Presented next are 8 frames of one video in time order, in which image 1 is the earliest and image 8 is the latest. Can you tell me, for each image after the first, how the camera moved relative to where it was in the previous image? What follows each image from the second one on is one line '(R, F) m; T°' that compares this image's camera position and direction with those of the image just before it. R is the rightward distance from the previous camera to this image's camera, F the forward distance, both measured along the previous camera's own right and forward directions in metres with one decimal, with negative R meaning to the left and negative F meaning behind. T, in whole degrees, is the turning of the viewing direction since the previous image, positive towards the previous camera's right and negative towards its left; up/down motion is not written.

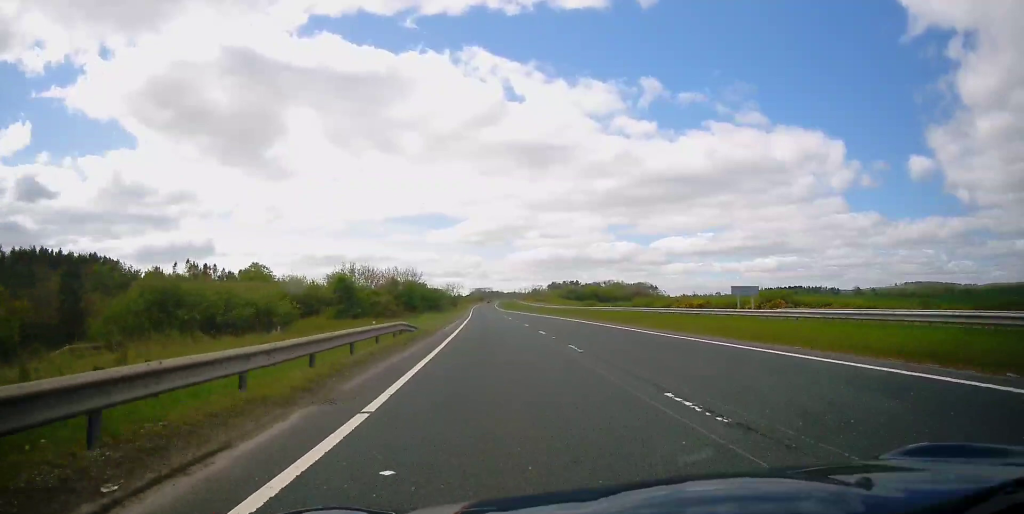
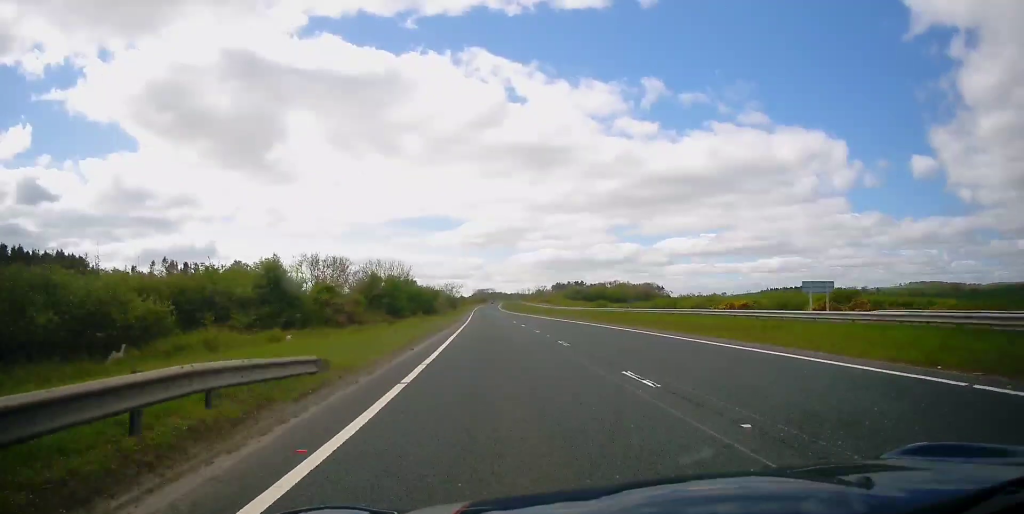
(-0.1, +14.9) m; -1°
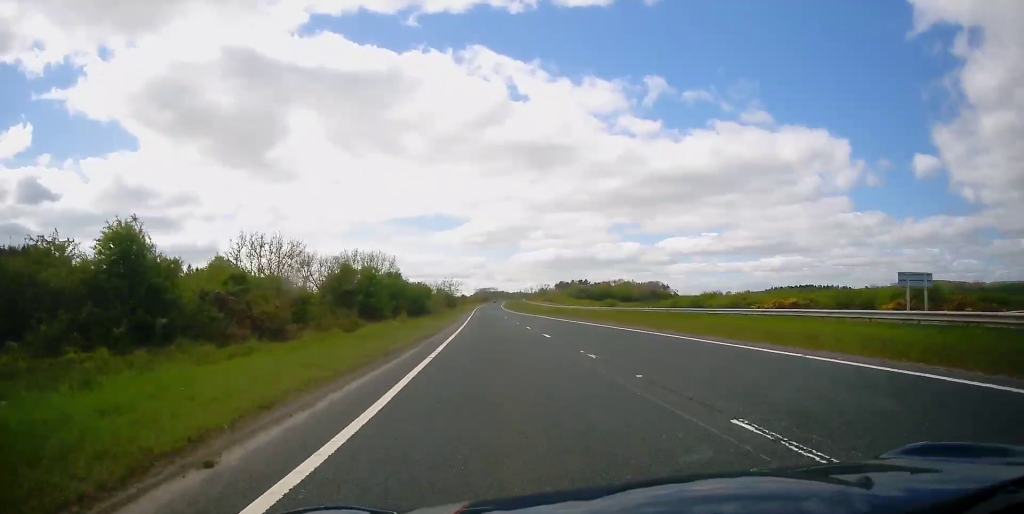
(0.0, +13.9) m; -1°
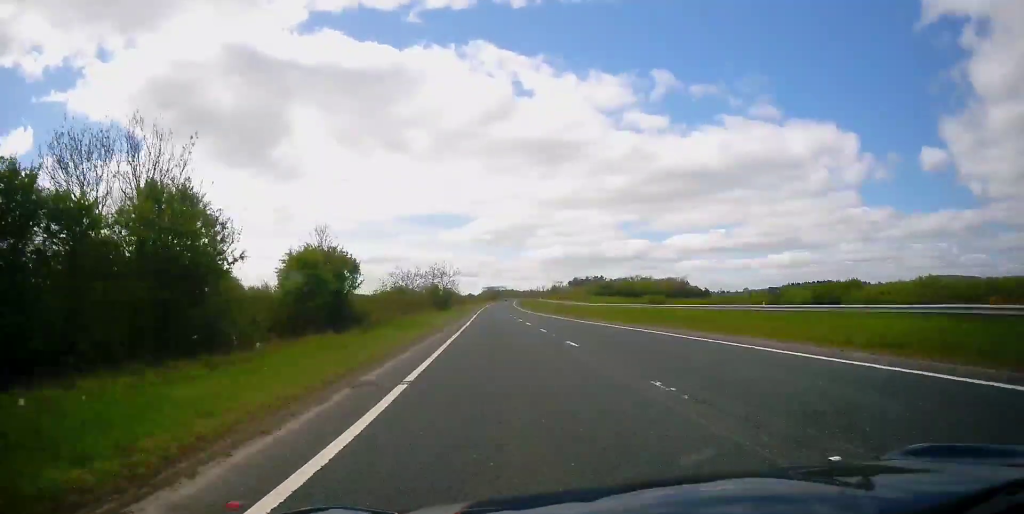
(-0.6, +41.8) m; -1°
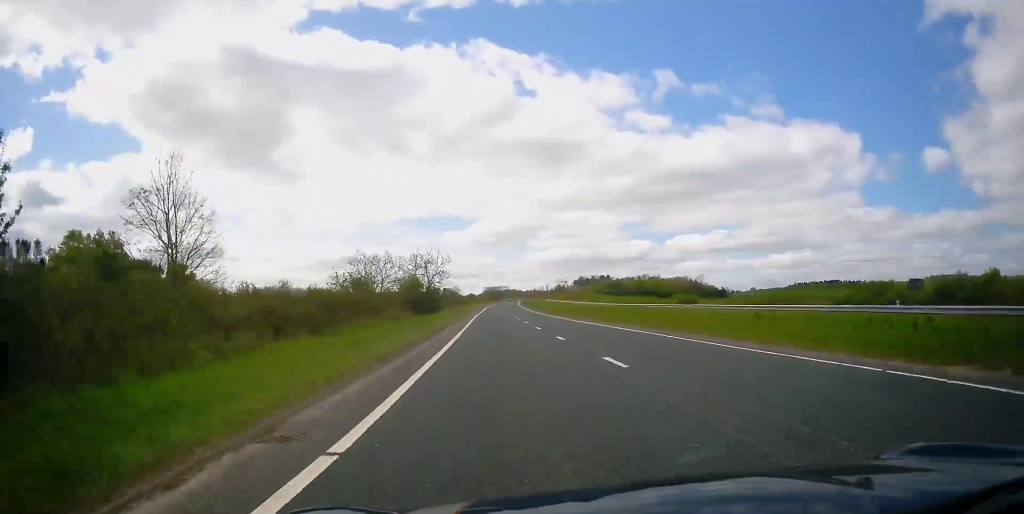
(+0.2, +23.4) m; 0°
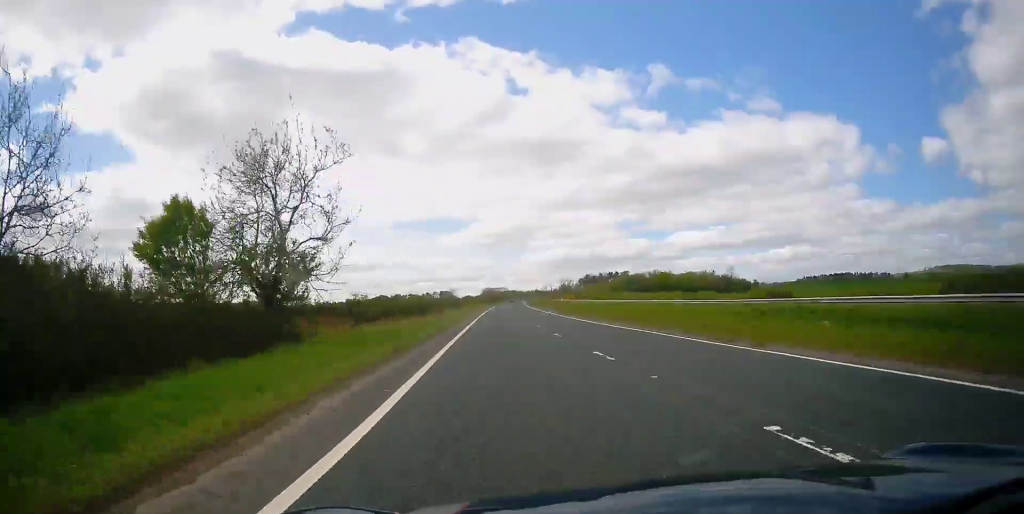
(-0.1, +43.1) m; 0°
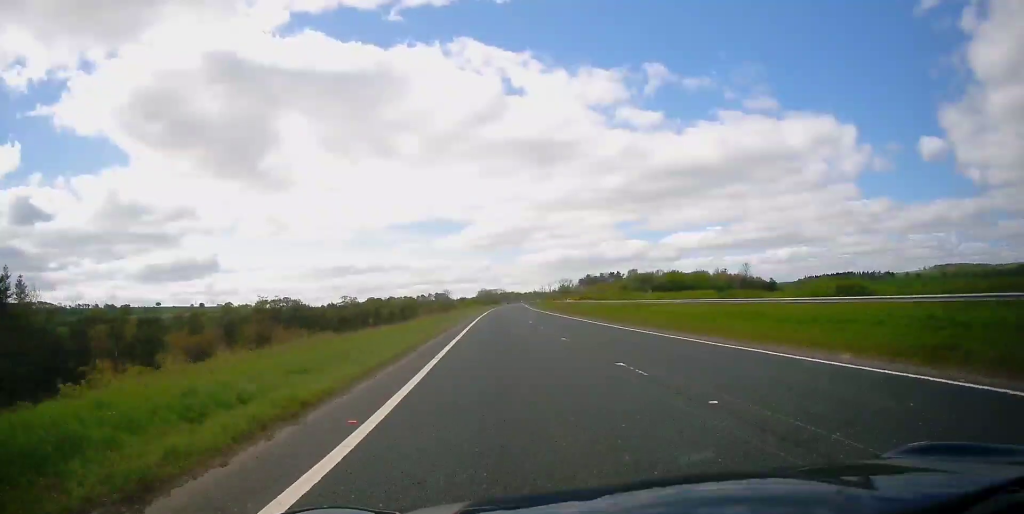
(0.0, +20.6) m; 0°
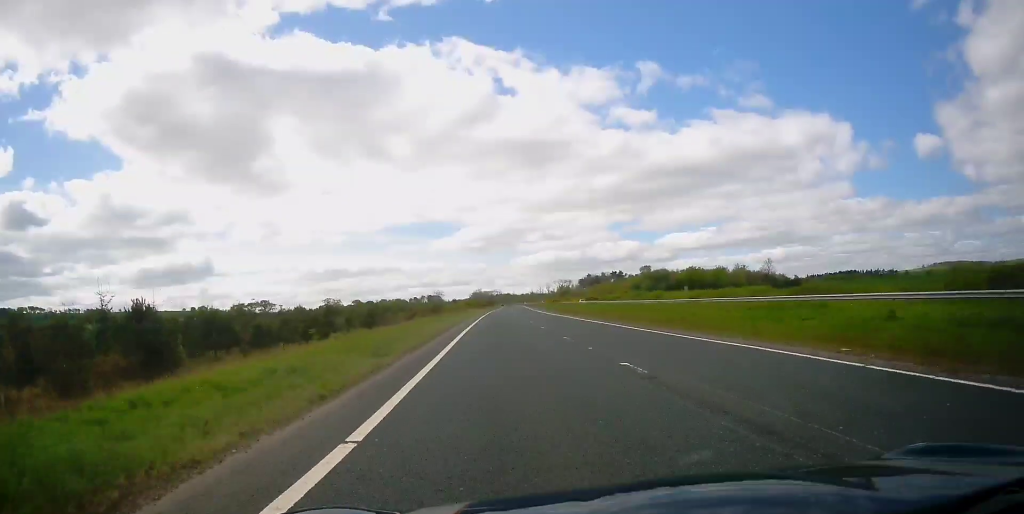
(+0.1, +26.5) m; 0°
